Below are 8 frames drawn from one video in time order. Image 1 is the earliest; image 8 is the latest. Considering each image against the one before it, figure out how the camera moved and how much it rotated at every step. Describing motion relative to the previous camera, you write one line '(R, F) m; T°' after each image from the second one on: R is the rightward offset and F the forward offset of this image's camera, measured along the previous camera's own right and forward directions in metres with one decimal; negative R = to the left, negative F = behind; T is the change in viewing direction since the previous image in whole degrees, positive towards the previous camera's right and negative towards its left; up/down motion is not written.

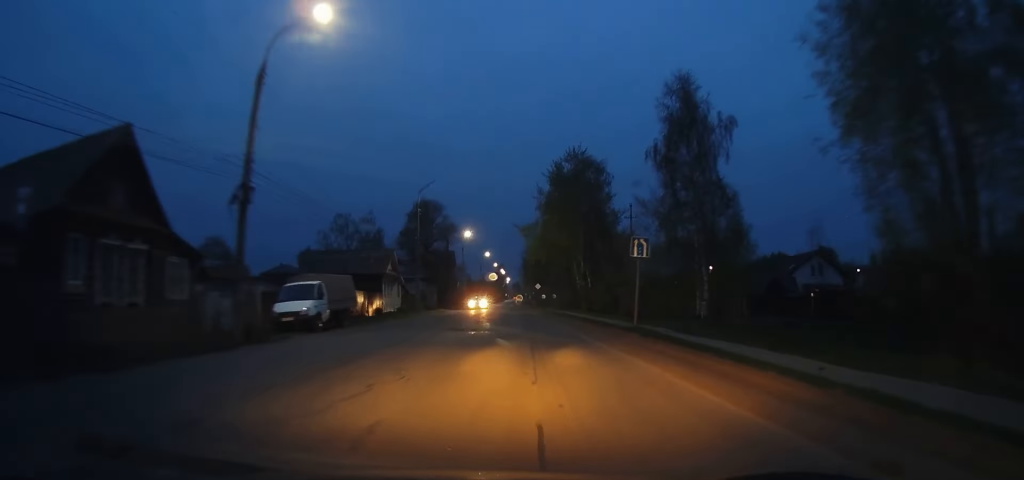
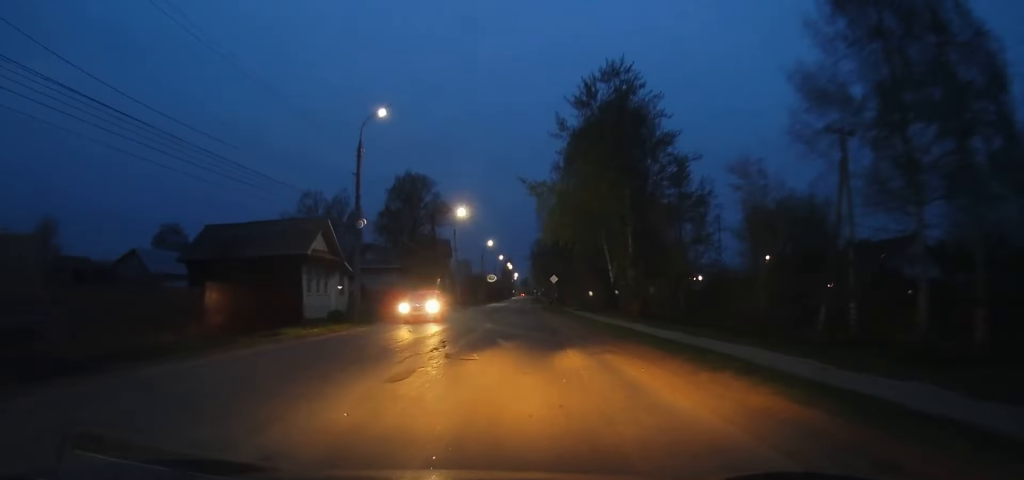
(0.0, +21.3) m; 0°
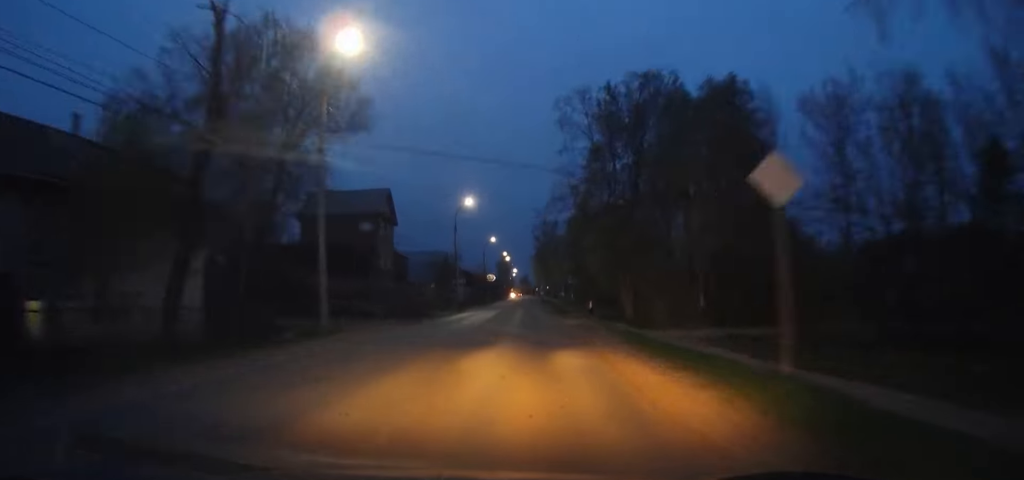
(+0.1, +47.4) m; +1°
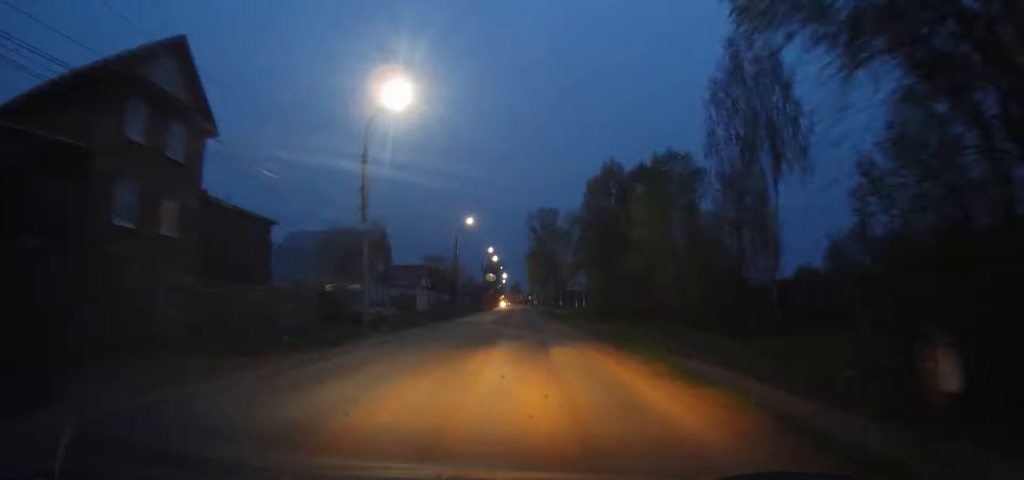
(-0.1, +35.0) m; +2°
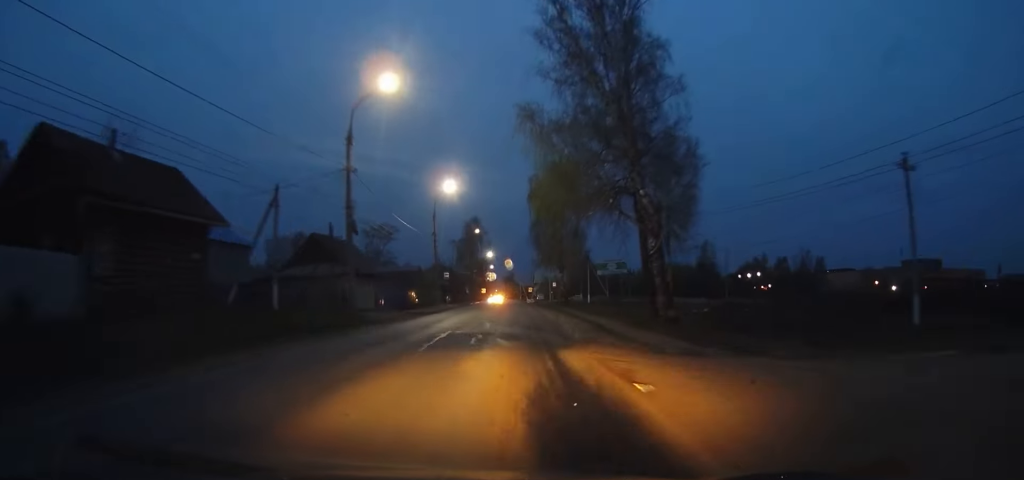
(+2.4, +90.3) m; 0°
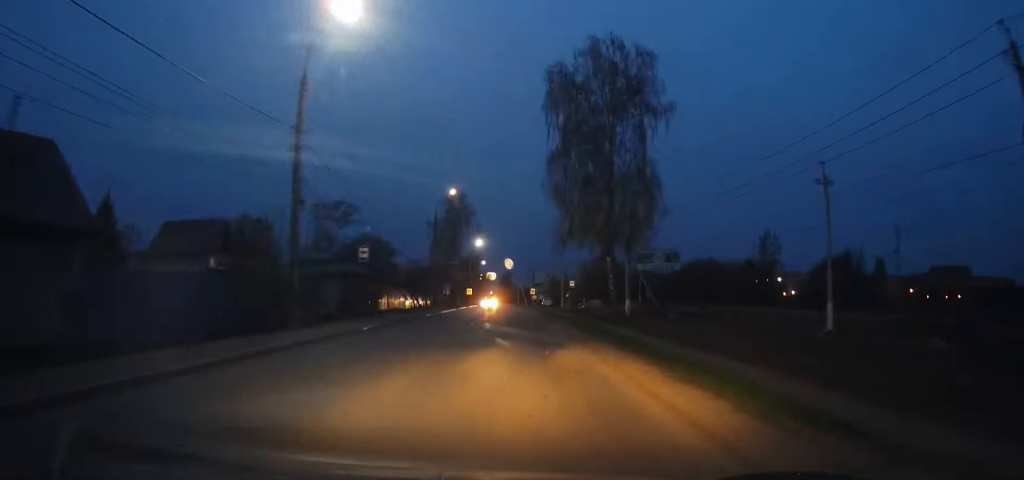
(-1.0, +40.3) m; -1°
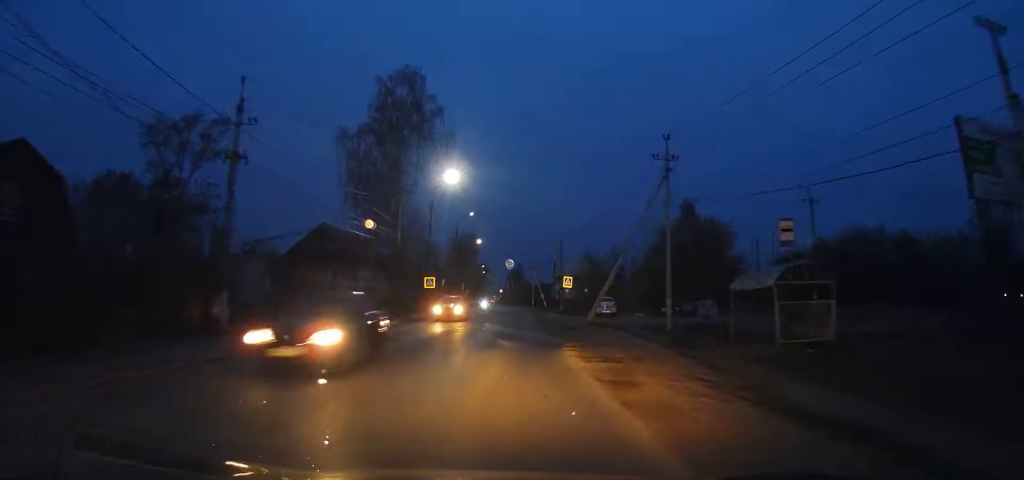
(+0.1, +62.0) m; -1°
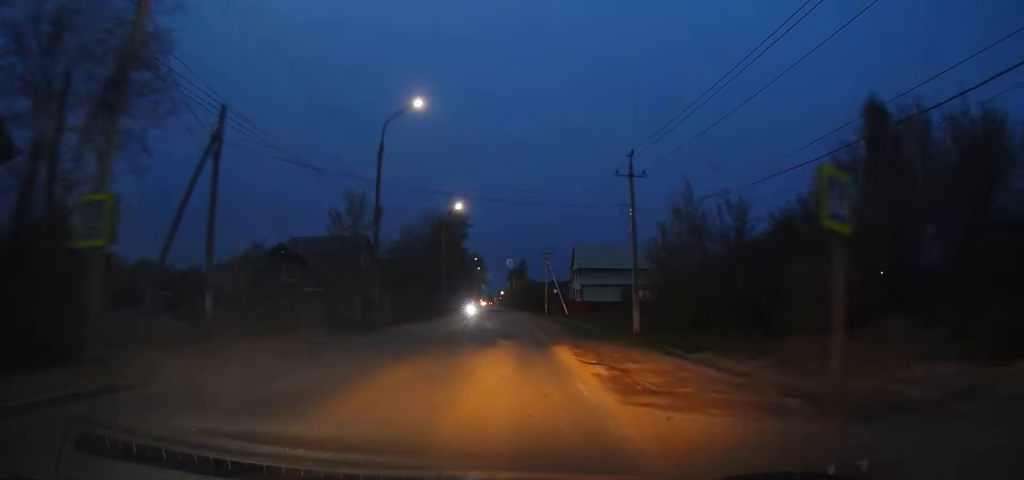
(-0.5, +49.3) m; -2°
